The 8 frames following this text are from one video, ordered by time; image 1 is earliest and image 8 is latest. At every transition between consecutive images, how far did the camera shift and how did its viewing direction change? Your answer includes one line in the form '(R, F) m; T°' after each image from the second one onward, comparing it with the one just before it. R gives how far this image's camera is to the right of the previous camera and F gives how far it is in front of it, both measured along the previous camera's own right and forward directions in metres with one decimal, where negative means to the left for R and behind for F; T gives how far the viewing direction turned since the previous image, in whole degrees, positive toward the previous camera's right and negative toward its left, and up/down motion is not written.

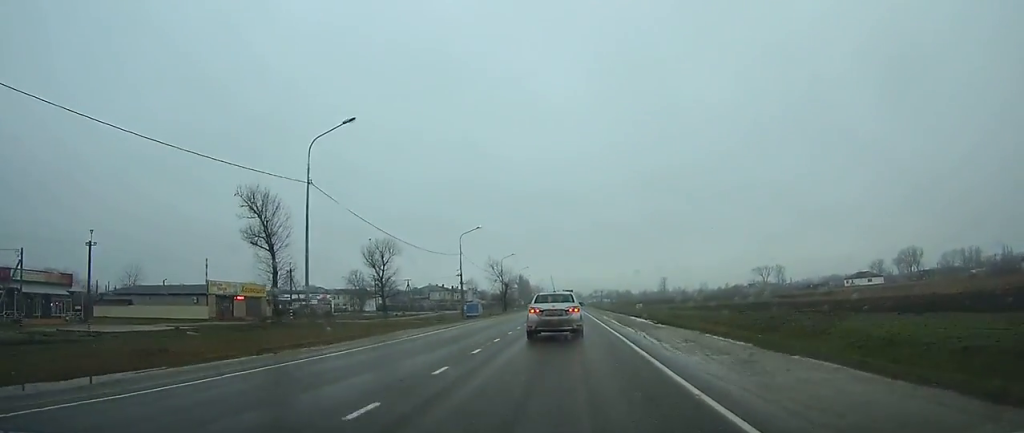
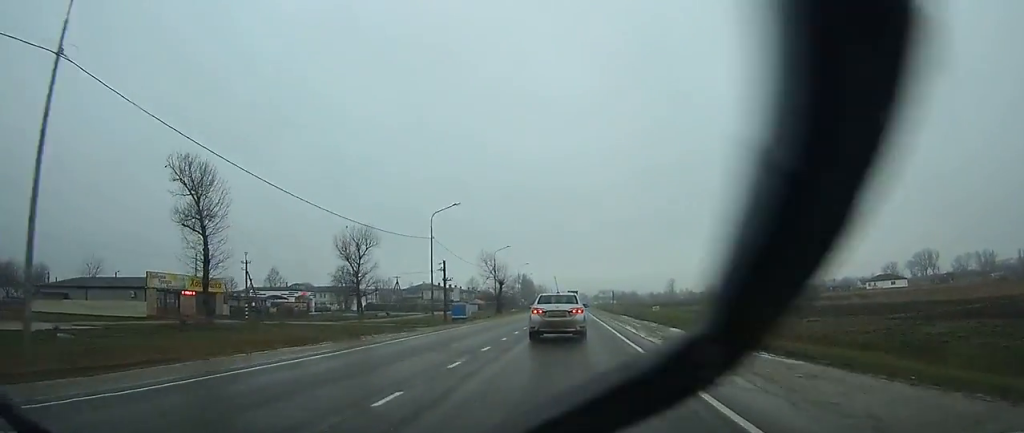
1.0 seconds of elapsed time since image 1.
(0.0, +15.7) m; 0°
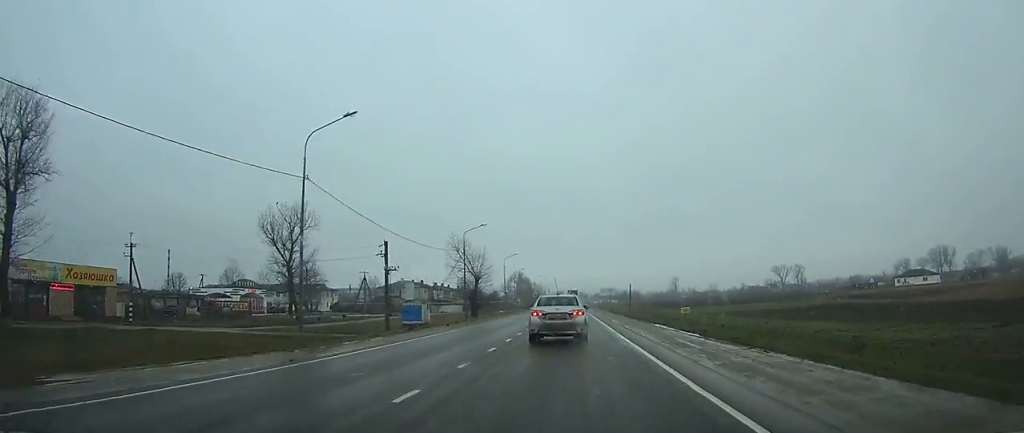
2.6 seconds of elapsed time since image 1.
(+0.2, +24.2) m; 0°
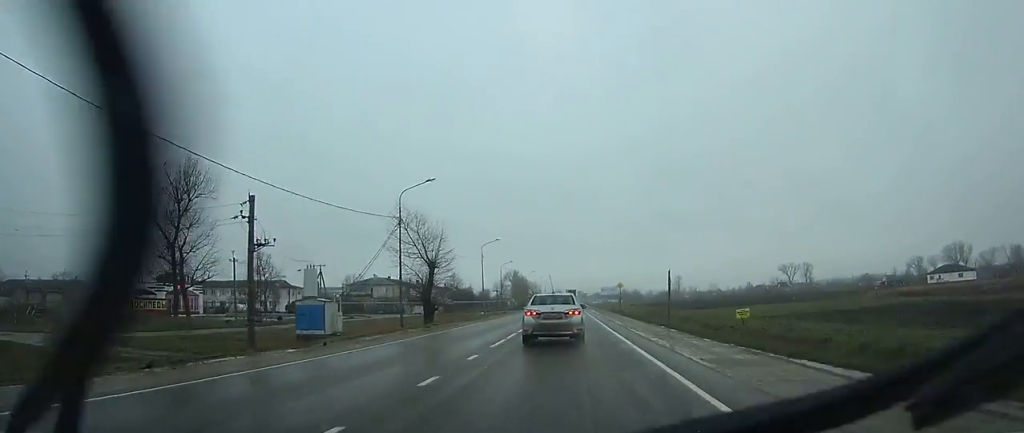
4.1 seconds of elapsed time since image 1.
(0.0, +22.1) m; 0°
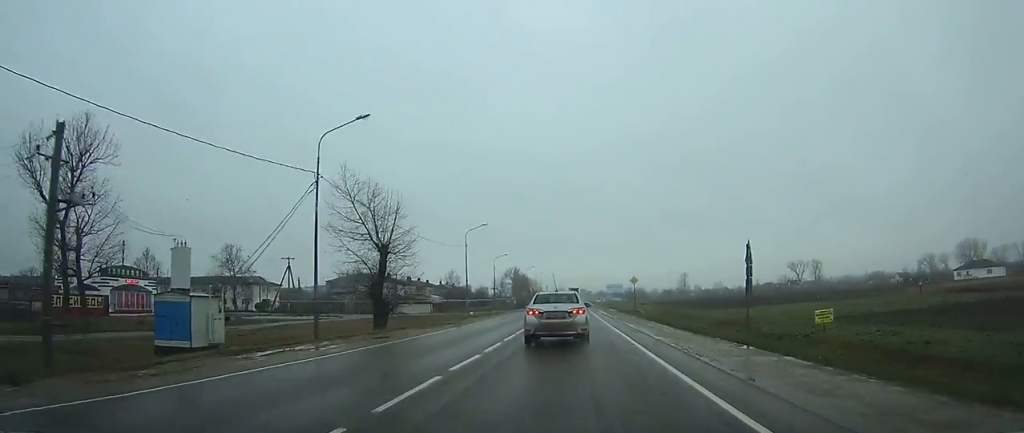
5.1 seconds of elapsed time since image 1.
(0.0, +13.1) m; 0°
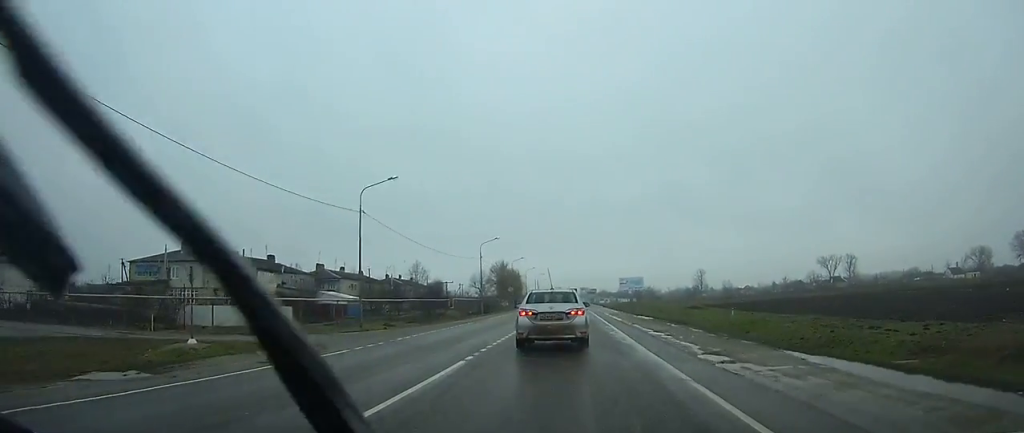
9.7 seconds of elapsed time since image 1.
(-0.1, +62.4) m; 0°
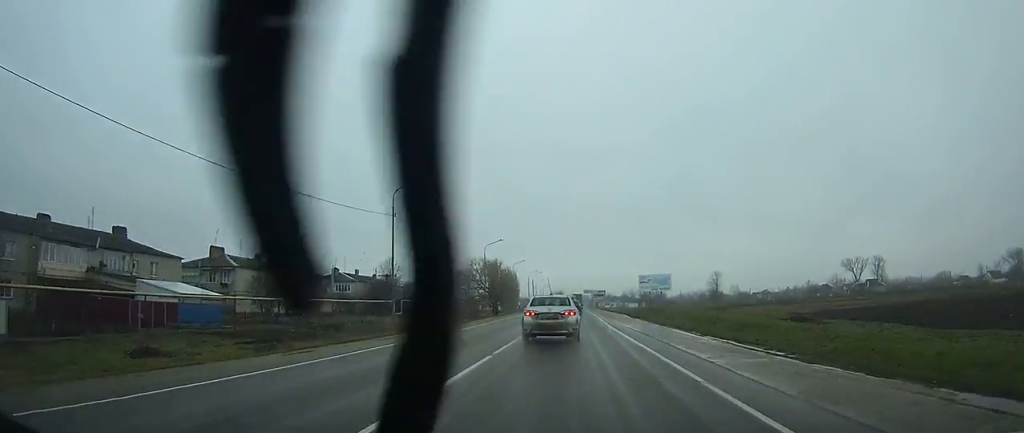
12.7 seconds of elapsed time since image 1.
(+0.1, +39.4) m; 0°
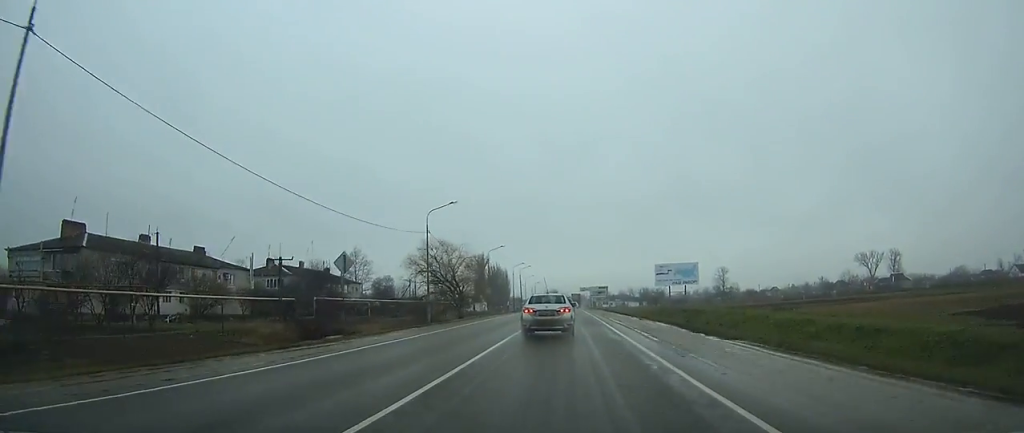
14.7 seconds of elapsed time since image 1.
(-0.1, +27.5) m; 0°
